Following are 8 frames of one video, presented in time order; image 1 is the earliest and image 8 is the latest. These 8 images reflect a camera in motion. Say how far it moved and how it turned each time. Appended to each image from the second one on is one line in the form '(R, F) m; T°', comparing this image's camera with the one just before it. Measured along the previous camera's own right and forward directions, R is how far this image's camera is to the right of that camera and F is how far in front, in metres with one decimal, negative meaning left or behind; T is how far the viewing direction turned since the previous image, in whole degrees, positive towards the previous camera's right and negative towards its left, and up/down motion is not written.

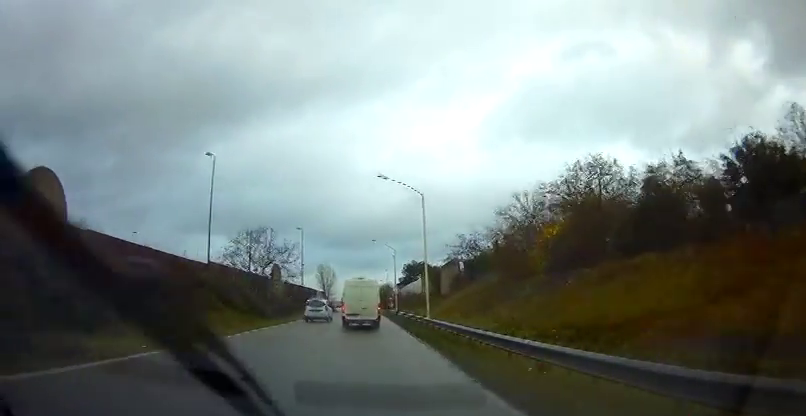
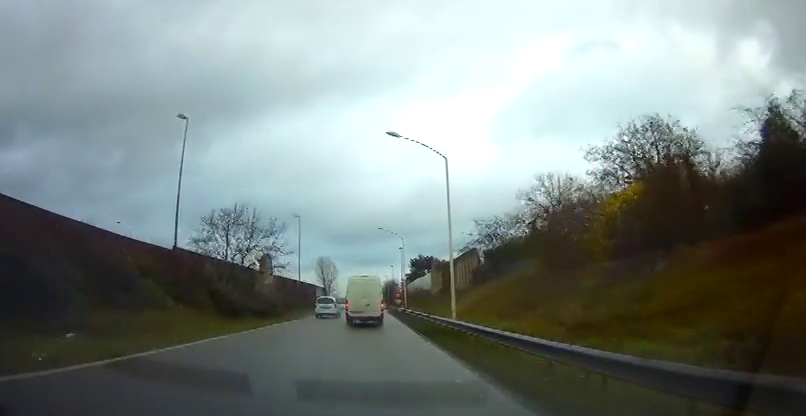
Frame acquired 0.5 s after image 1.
(-0.1, +7.9) m; 0°
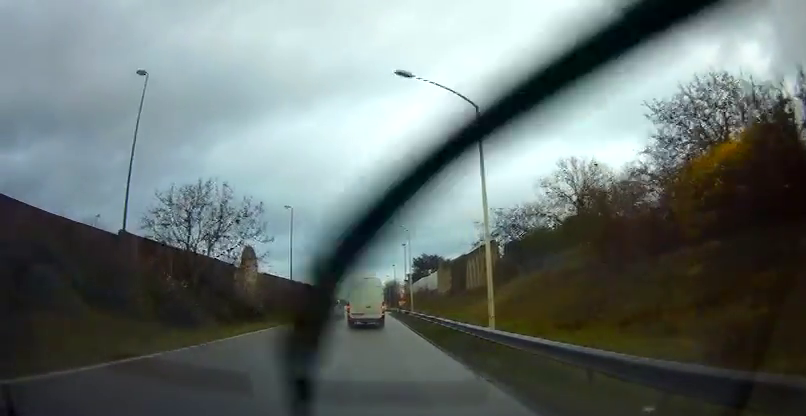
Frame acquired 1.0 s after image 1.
(-0.1, +6.9) m; +1°
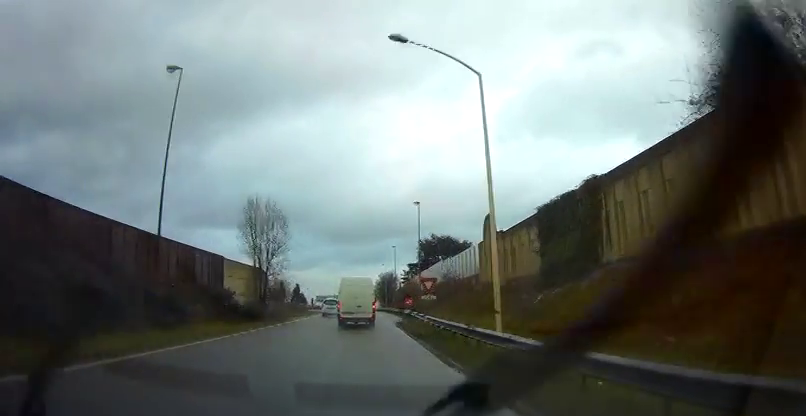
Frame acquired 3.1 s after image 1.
(+0.6, +33.9) m; +1°
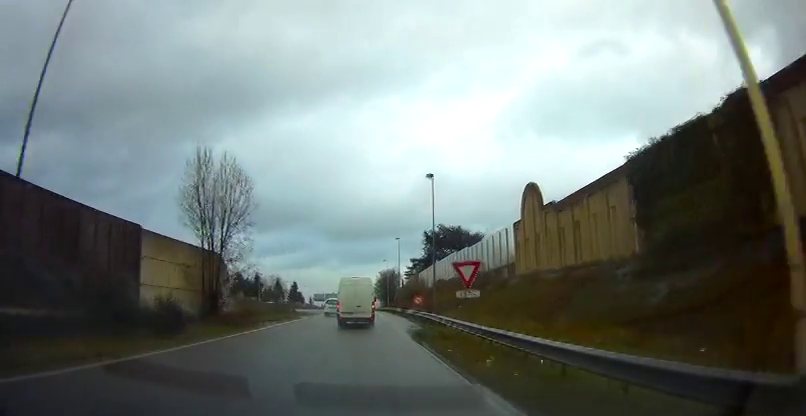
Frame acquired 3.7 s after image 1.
(-0.1, +11.1) m; 0°
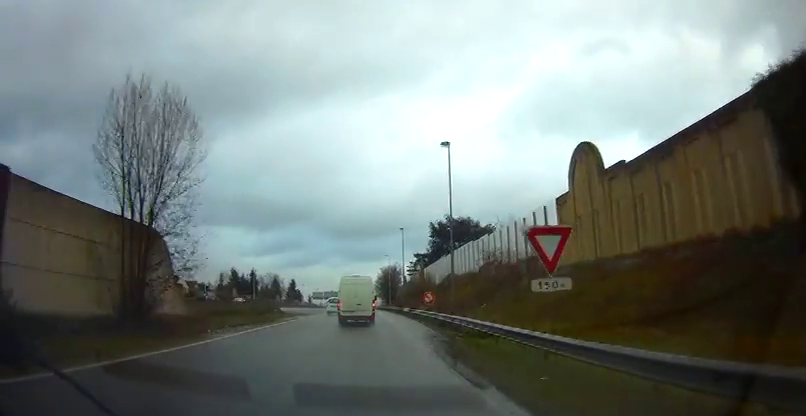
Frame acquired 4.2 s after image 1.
(0.0, +8.3) m; 0°
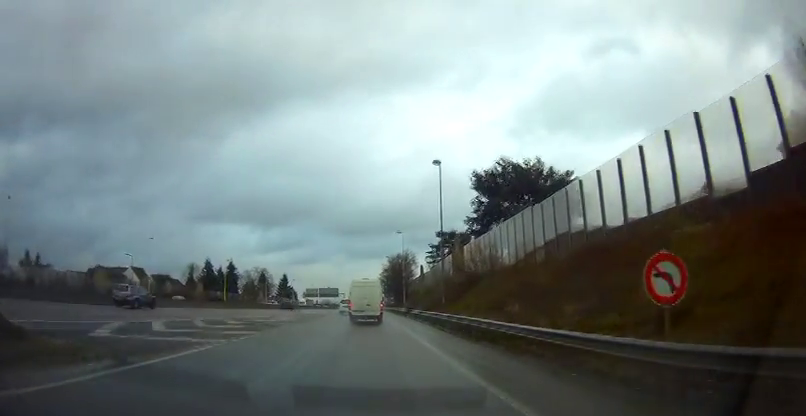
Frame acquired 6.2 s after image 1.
(+0.8, +35.8) m; +1°
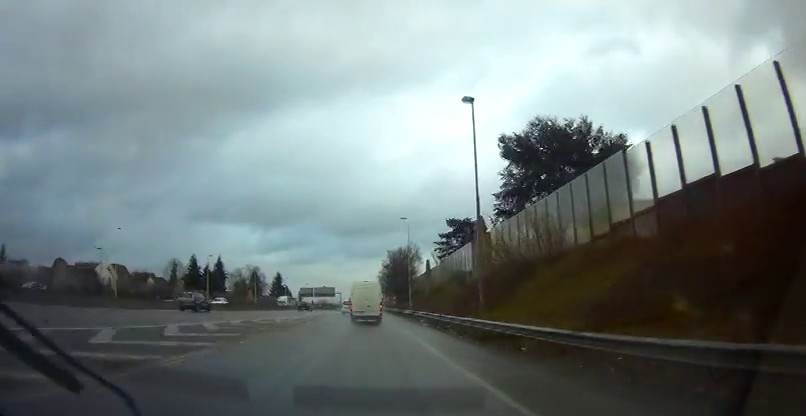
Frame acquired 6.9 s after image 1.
(-0.2, +12.9) m; -1°
